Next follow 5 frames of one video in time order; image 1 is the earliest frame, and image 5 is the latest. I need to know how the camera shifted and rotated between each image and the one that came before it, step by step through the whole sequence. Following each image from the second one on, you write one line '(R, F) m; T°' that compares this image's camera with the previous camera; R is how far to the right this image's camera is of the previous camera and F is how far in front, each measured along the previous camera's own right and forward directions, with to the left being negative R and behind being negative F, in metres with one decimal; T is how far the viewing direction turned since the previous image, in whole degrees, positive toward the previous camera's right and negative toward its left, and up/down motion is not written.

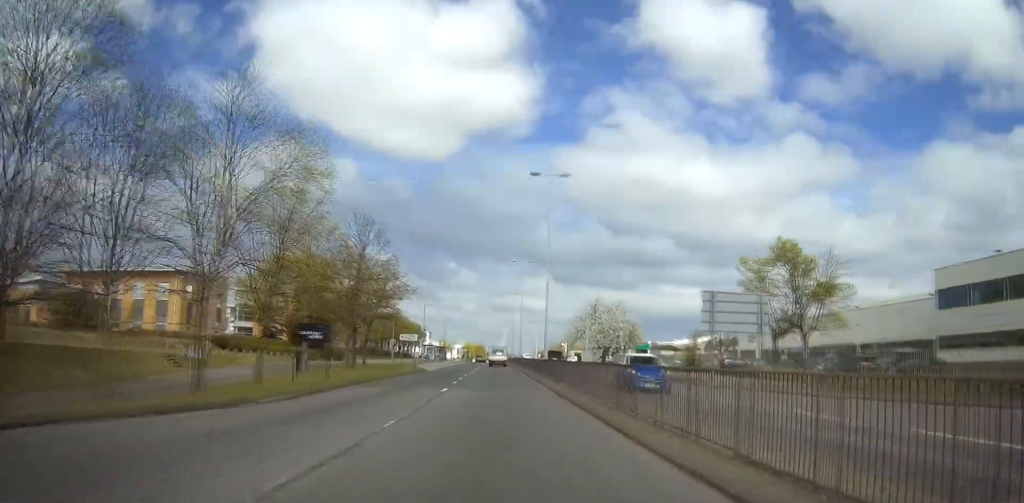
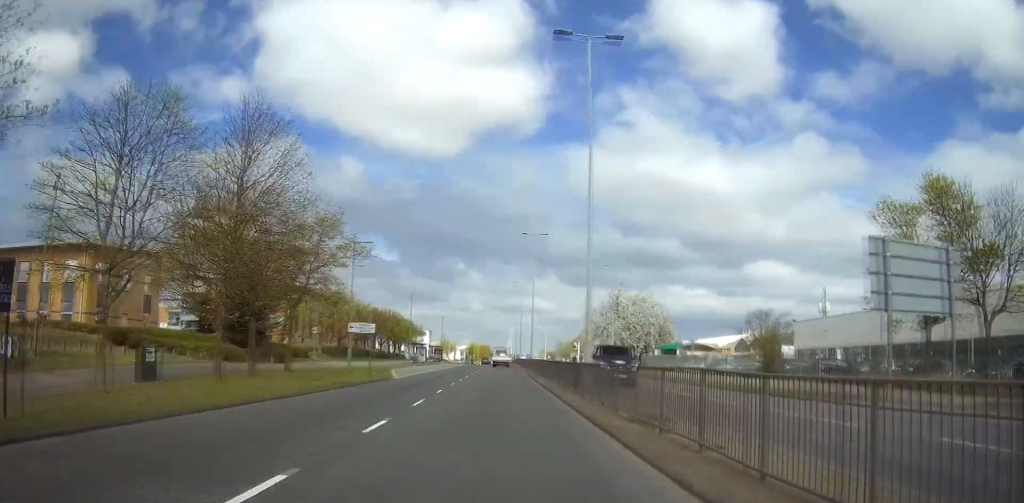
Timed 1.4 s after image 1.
(0.0, +18.6) m; 0°
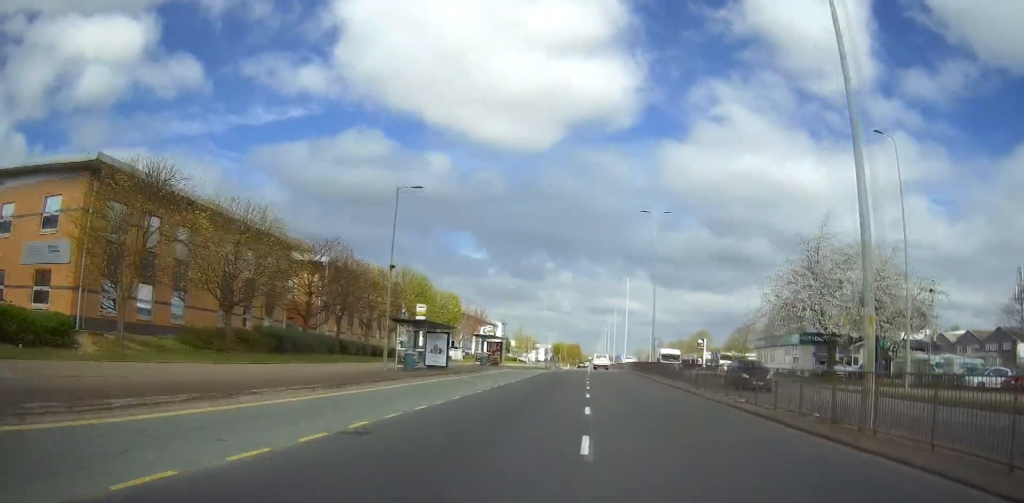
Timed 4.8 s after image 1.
(-2.2, +49.7) m; -5°
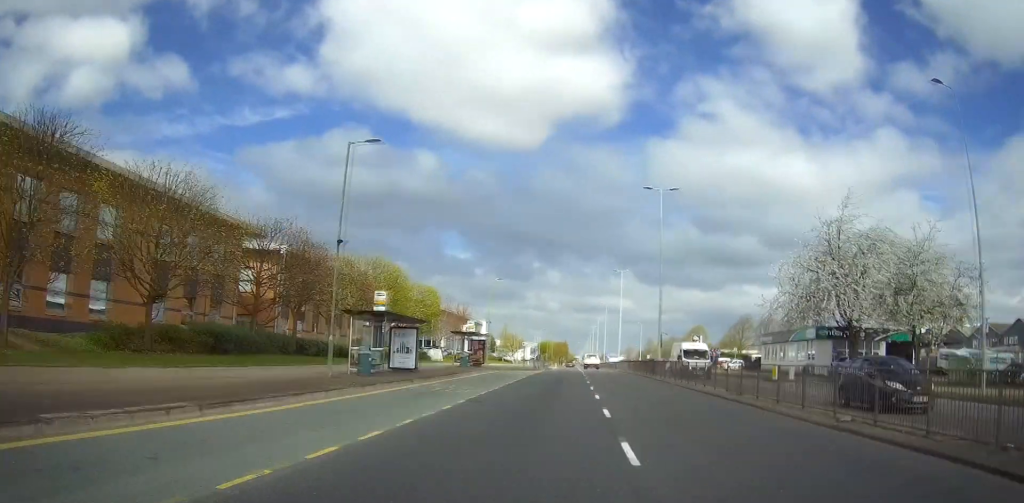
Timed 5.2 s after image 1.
(-0.1, +6.9) m; 0°
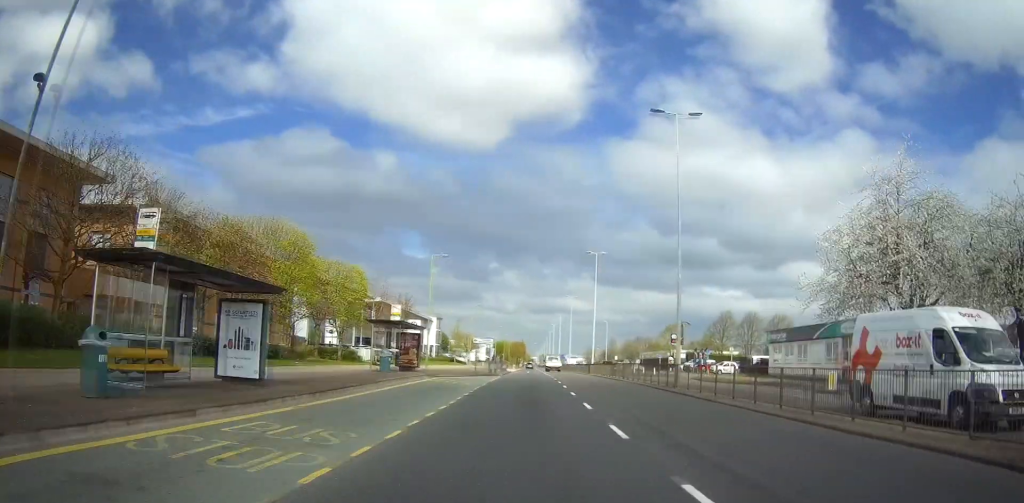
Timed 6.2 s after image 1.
(+0.4, +15.1) m; +2°
